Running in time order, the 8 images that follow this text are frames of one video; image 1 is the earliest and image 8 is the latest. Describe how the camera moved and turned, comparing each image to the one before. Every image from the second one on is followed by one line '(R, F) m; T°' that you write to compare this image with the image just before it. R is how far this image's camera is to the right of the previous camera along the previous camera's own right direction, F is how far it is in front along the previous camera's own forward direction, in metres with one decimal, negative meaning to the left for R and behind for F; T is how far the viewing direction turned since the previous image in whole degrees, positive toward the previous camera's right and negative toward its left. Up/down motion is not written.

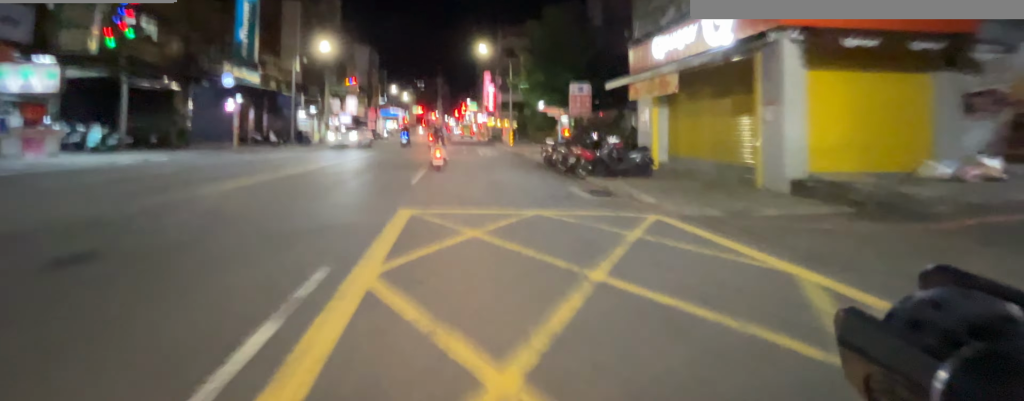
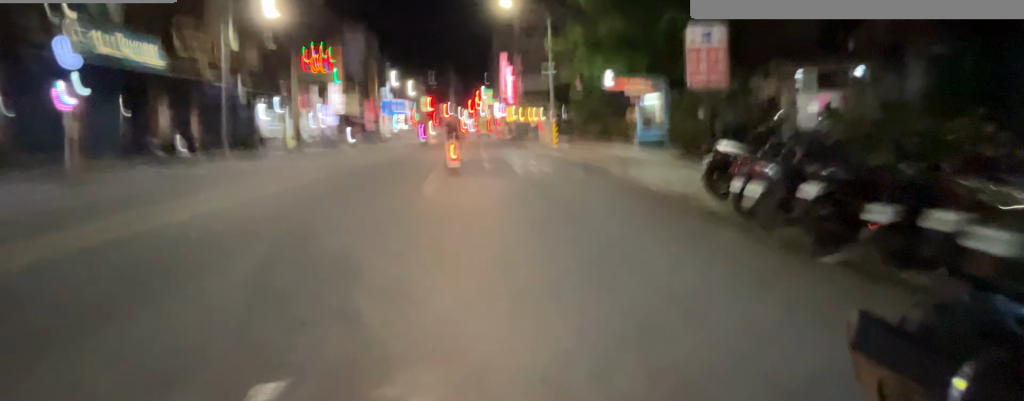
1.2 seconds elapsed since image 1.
(0.0, +12.5) m; 0°
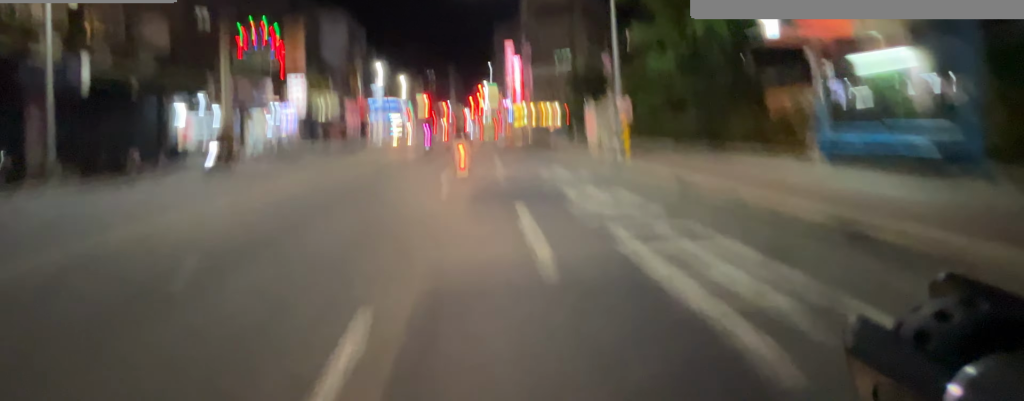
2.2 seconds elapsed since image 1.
(0.0, +9.6) m; 0°
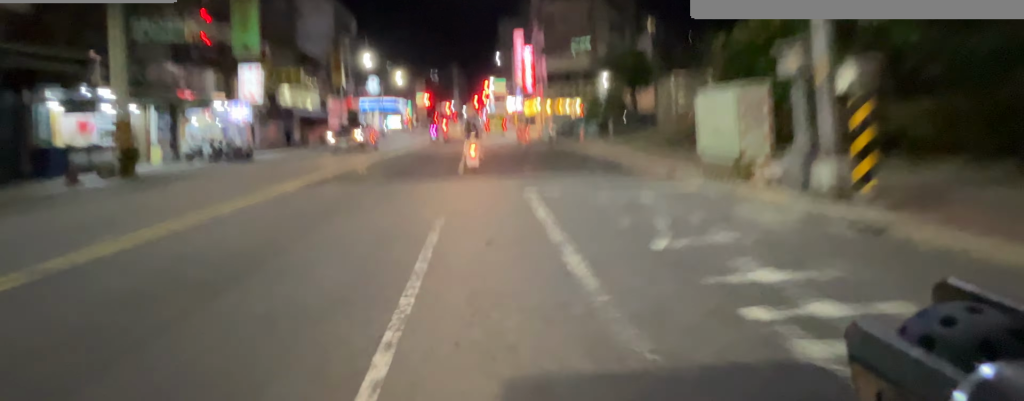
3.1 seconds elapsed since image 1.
(0.0, +6.9) m; 0°
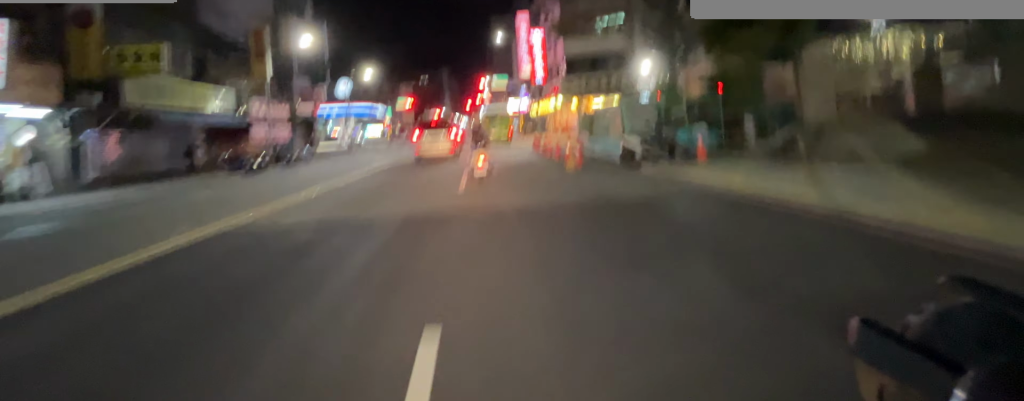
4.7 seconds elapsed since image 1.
(+0.2, +11.7) m; +2°
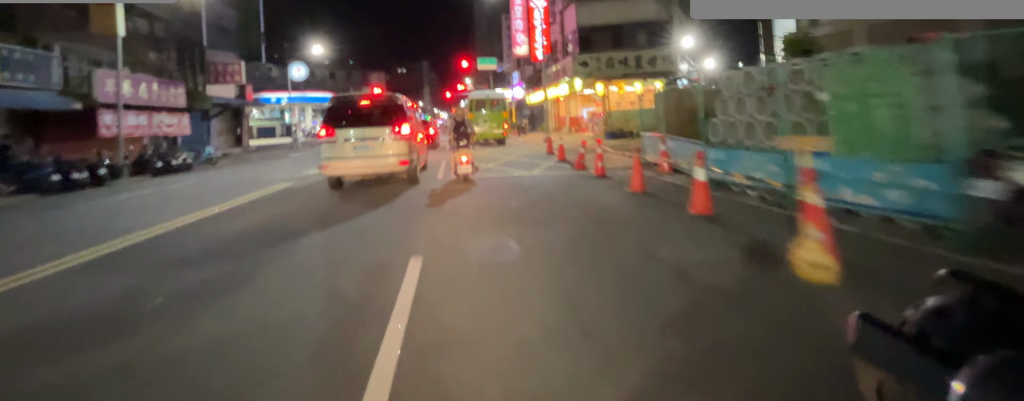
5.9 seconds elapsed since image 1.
(-0.1, +7.7) m; -2°
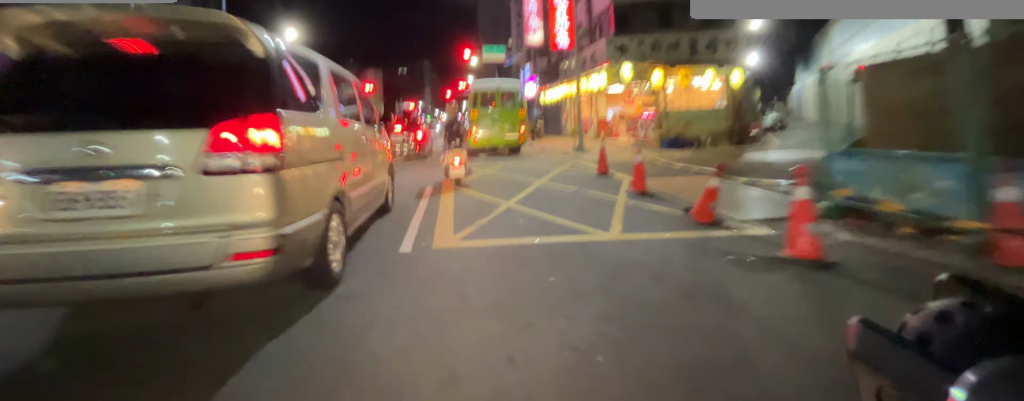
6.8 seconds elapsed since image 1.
(-0.1, +4.7) m; -1°
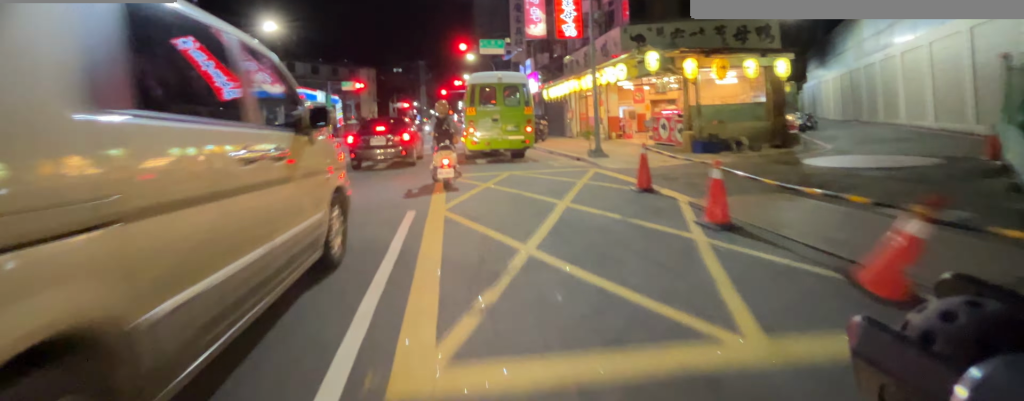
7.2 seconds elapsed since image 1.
(0.0, +1.8) m; 0°
